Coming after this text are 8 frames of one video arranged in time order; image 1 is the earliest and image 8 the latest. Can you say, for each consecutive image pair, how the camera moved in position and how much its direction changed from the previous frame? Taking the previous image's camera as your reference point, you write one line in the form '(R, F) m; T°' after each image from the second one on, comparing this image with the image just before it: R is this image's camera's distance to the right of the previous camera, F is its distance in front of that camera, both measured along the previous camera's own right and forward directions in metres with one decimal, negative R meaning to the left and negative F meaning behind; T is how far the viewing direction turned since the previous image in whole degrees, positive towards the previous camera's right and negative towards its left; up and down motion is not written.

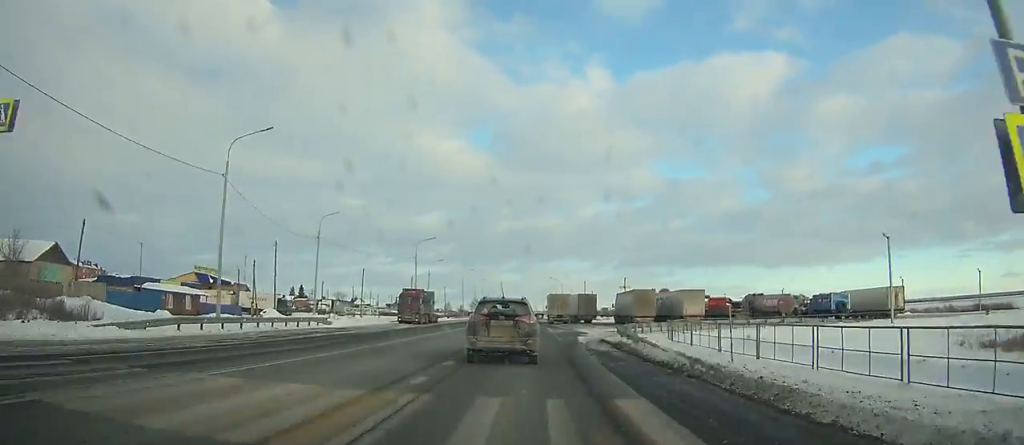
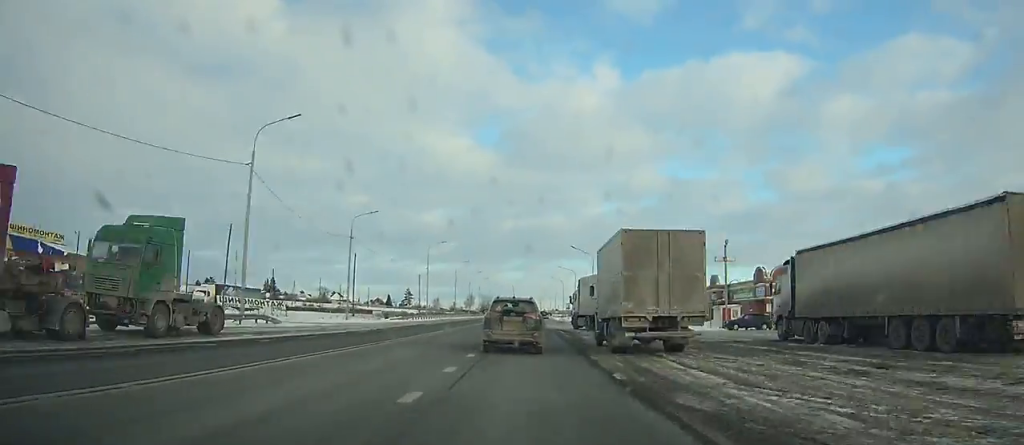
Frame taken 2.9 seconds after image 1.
(-0.1, +54.6) m; 0°
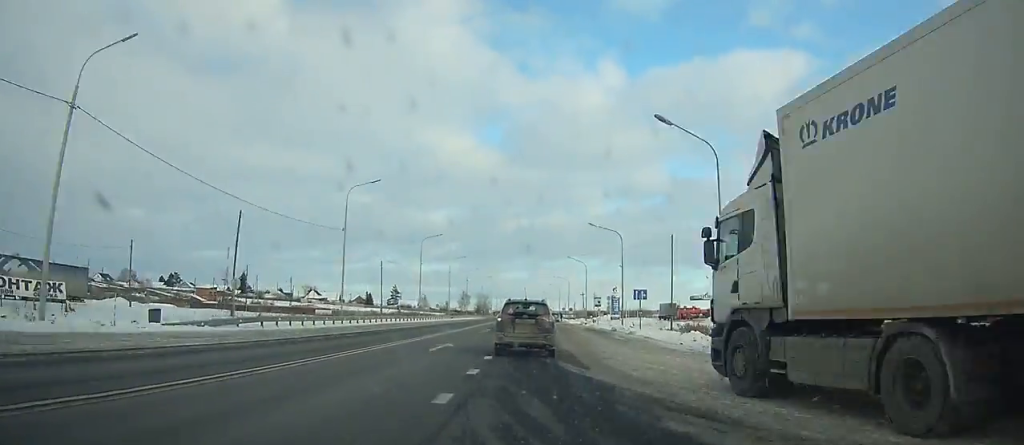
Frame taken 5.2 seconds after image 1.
(-0.2, +43.2) m; 0°
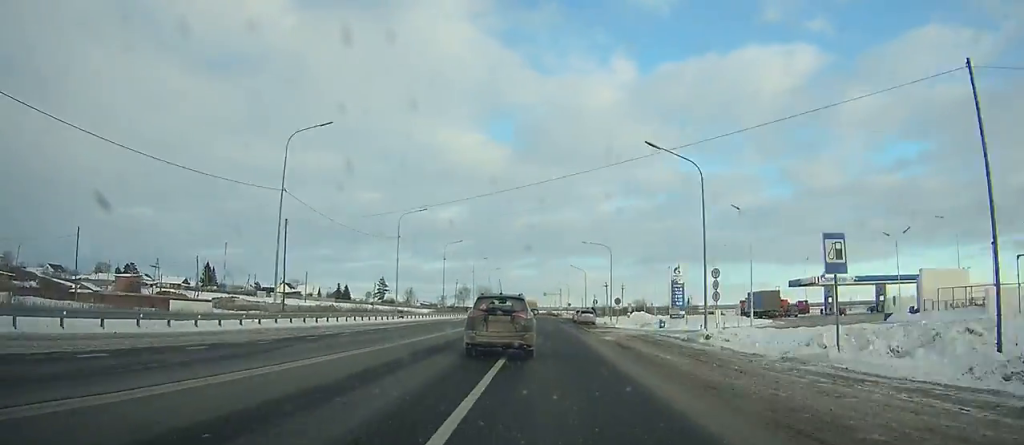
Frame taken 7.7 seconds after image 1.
(-0.2, +46.9) m; -1°
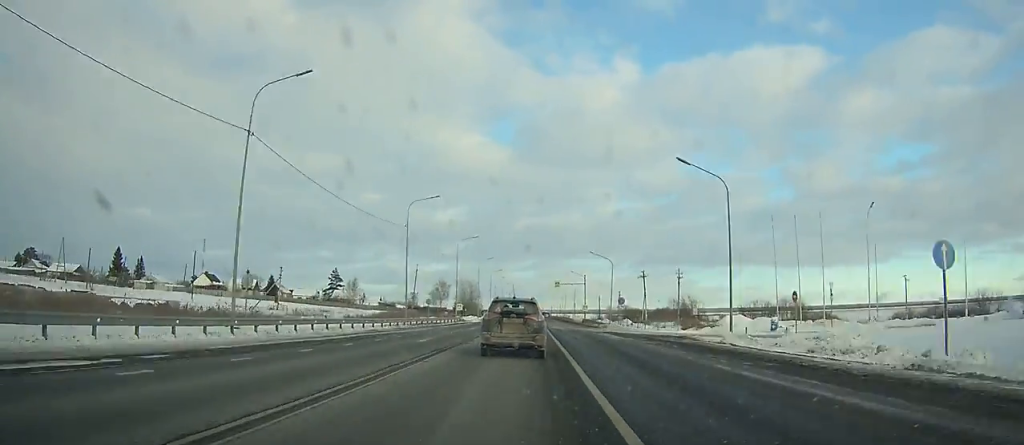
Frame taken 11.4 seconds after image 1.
(-0.4, +69.4) m; 0°
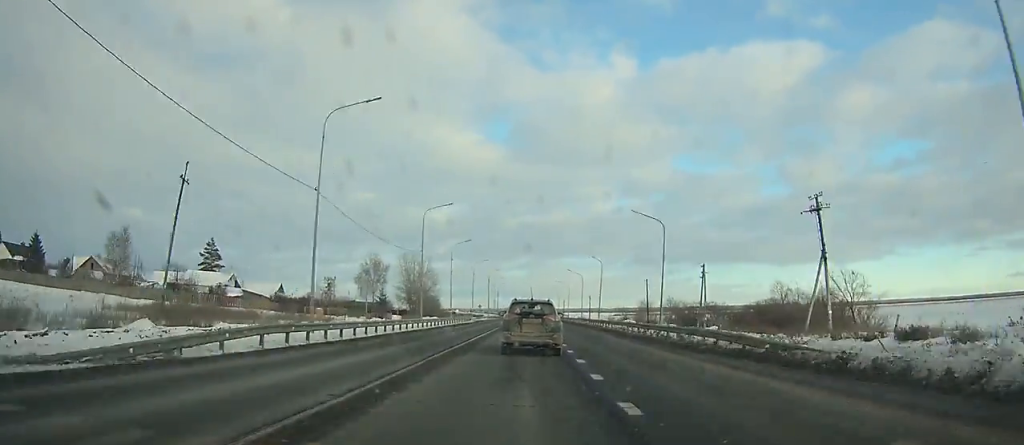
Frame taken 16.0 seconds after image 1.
(+0.4, +86.9) m; +1°
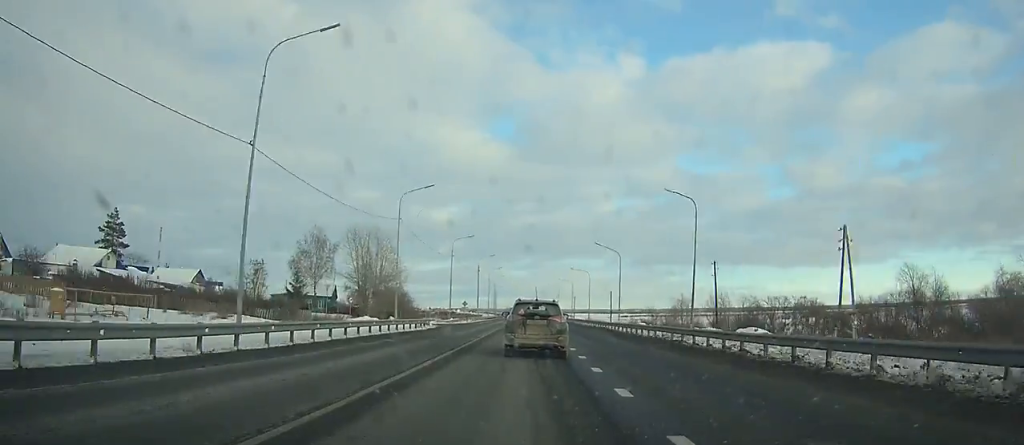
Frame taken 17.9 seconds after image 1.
(+0.2, +36.4) m; 0°
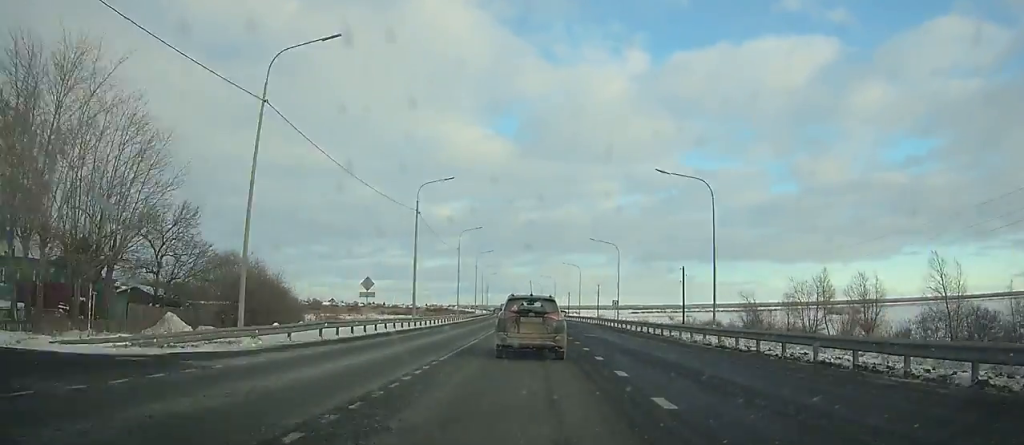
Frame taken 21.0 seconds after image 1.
(0.0, +60.0) m; 0°
